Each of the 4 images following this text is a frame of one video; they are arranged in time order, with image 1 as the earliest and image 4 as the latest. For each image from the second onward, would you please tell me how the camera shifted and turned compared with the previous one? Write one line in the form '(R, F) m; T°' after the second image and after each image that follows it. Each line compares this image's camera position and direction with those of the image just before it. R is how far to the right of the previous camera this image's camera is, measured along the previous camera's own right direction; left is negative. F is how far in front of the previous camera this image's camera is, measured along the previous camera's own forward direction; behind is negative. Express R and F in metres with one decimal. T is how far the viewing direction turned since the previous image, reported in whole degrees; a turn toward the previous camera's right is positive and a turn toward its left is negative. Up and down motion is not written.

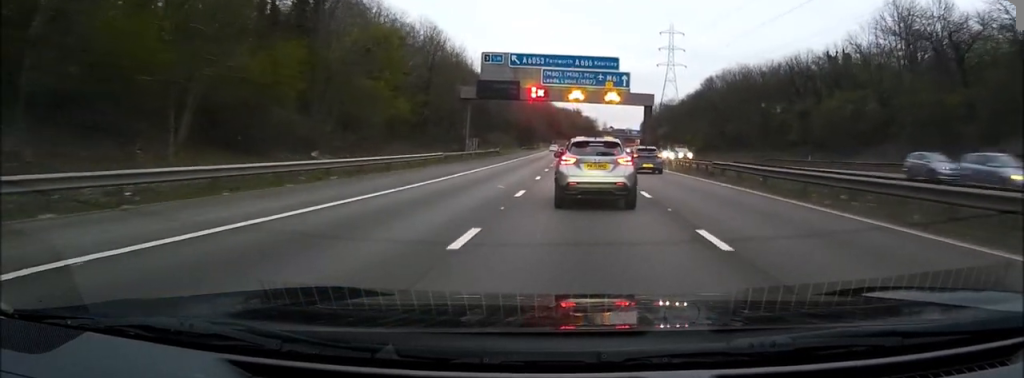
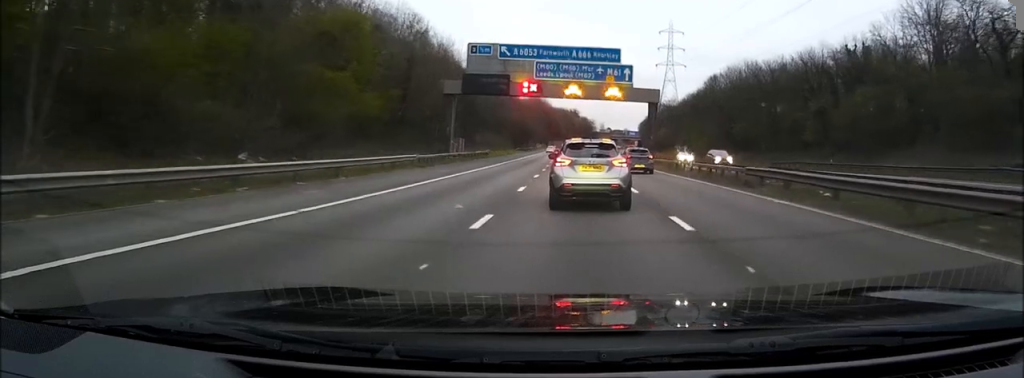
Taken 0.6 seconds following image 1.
(+0.2, +6.3) m; 0°
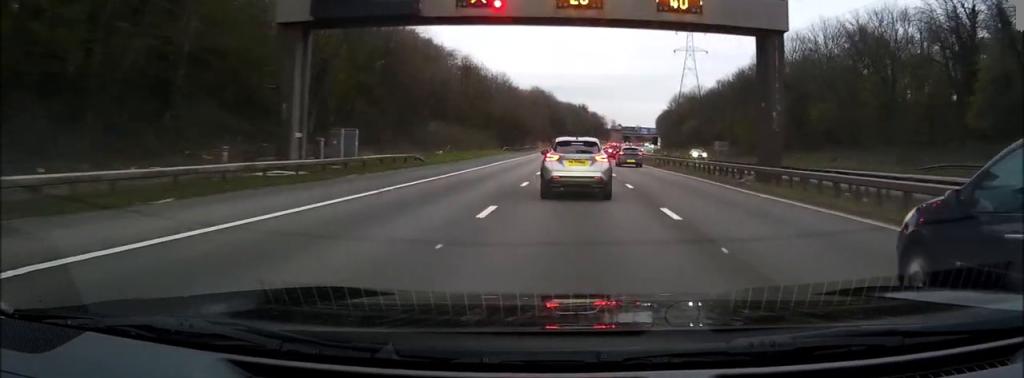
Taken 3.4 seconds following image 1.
(-0.2, +34.0) m; +1°
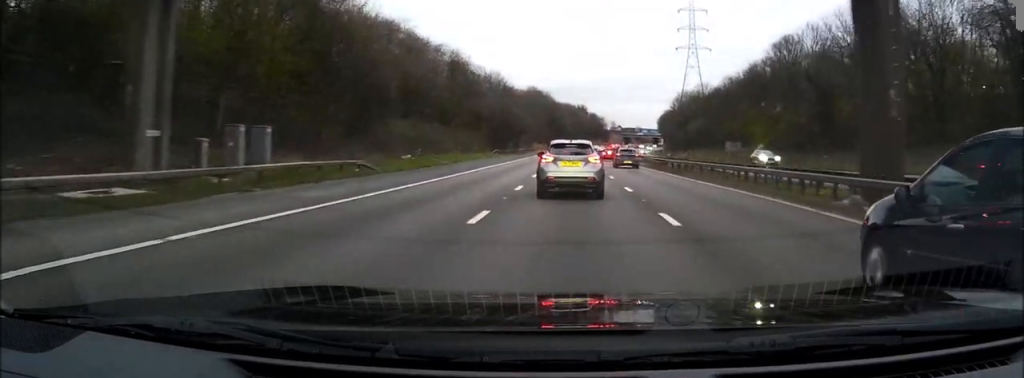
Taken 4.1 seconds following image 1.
(-0.2, +9.0) m; -1°
